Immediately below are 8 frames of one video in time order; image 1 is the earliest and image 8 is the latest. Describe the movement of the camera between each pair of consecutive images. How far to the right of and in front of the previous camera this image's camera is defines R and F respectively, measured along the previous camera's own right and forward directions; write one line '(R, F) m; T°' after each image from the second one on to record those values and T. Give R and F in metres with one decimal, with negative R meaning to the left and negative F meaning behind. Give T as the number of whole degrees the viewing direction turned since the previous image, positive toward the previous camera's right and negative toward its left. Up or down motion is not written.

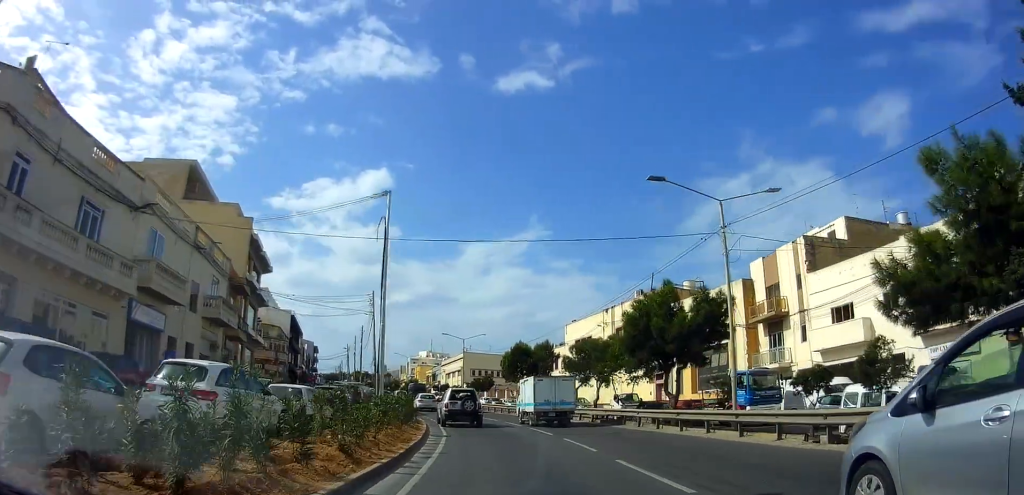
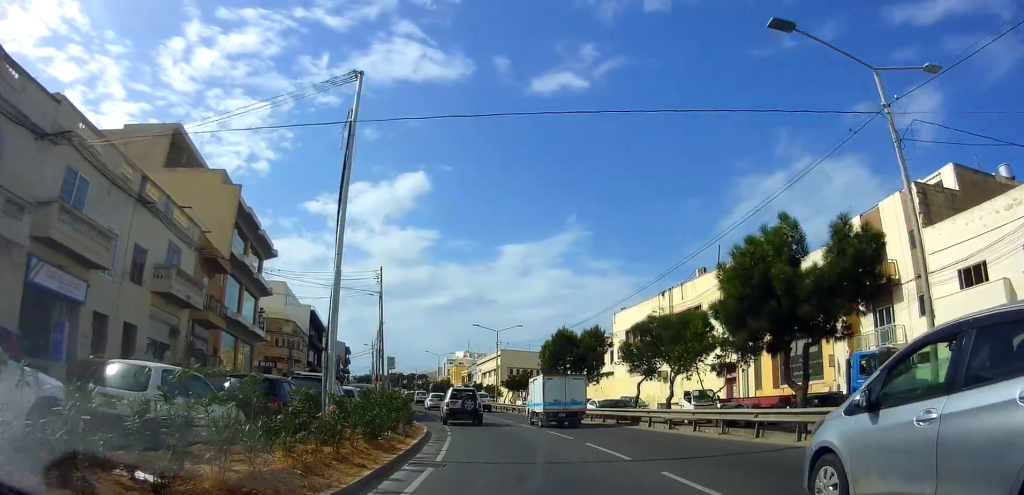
(-0.5, +8.0) m; -5°
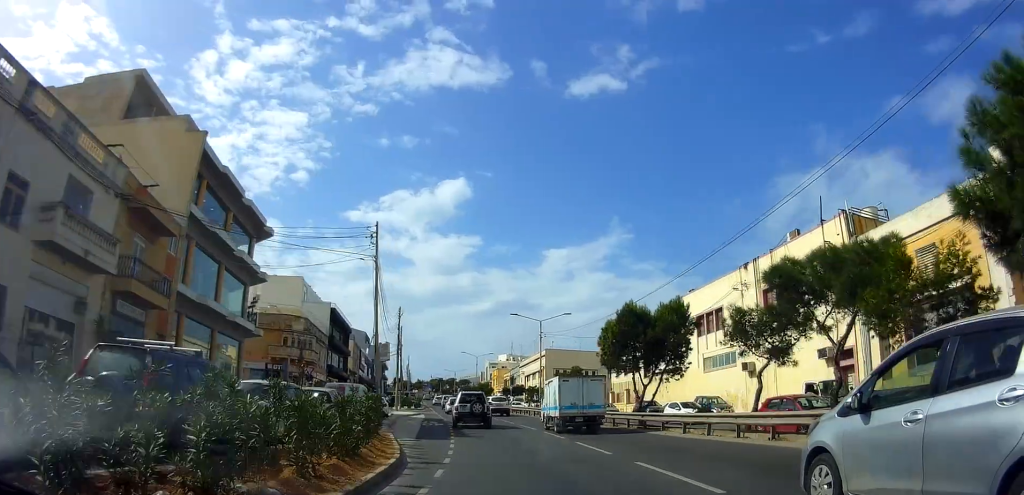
(-0.5, +9.8) m; -5°
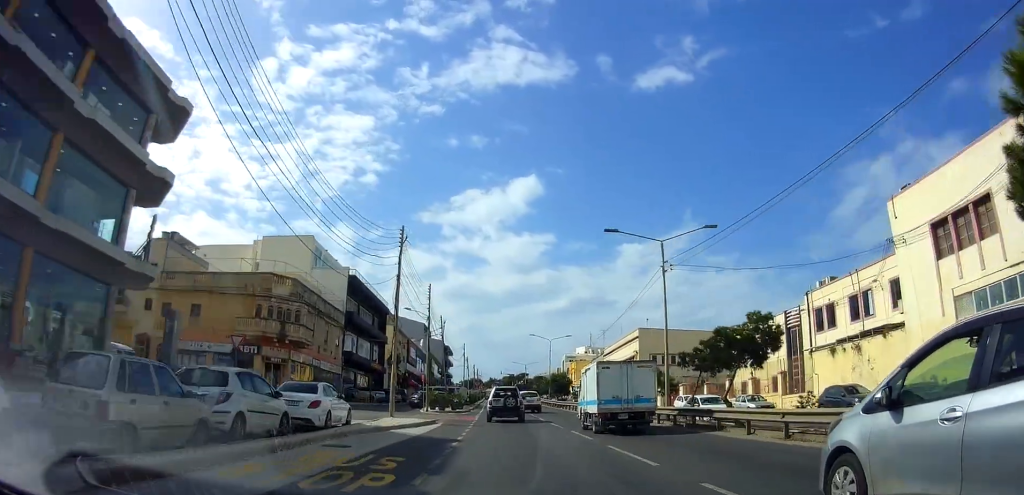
(-1.0, +21.2) m; -3°
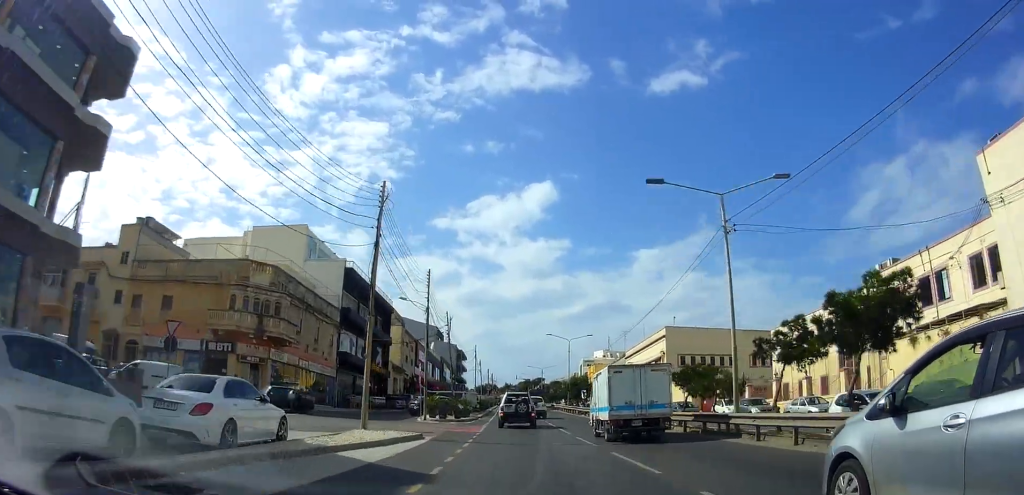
(+0.5, +6.4) m; -1°
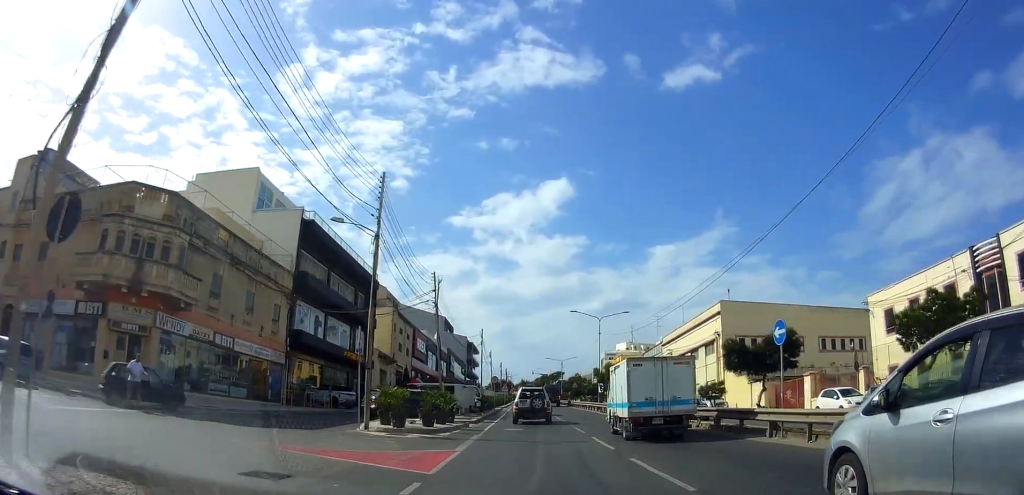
(-2.0, +14.7) m; -10°
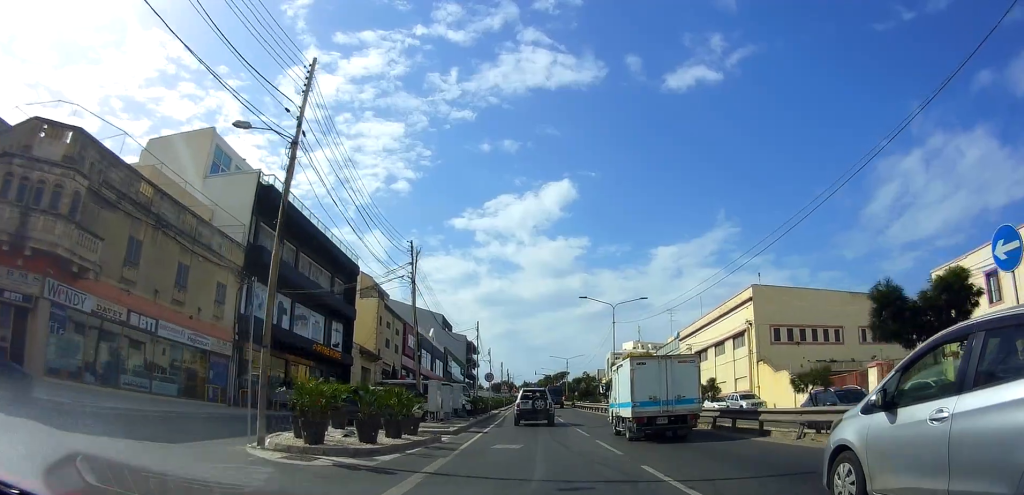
(-0.2, +7.6) m; +1°
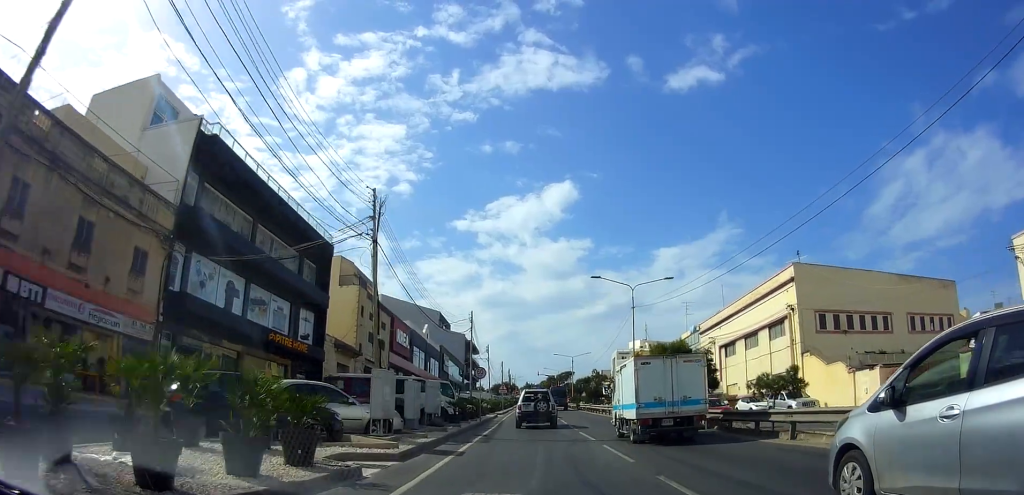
(+0.5, +7.4) m; +4°
